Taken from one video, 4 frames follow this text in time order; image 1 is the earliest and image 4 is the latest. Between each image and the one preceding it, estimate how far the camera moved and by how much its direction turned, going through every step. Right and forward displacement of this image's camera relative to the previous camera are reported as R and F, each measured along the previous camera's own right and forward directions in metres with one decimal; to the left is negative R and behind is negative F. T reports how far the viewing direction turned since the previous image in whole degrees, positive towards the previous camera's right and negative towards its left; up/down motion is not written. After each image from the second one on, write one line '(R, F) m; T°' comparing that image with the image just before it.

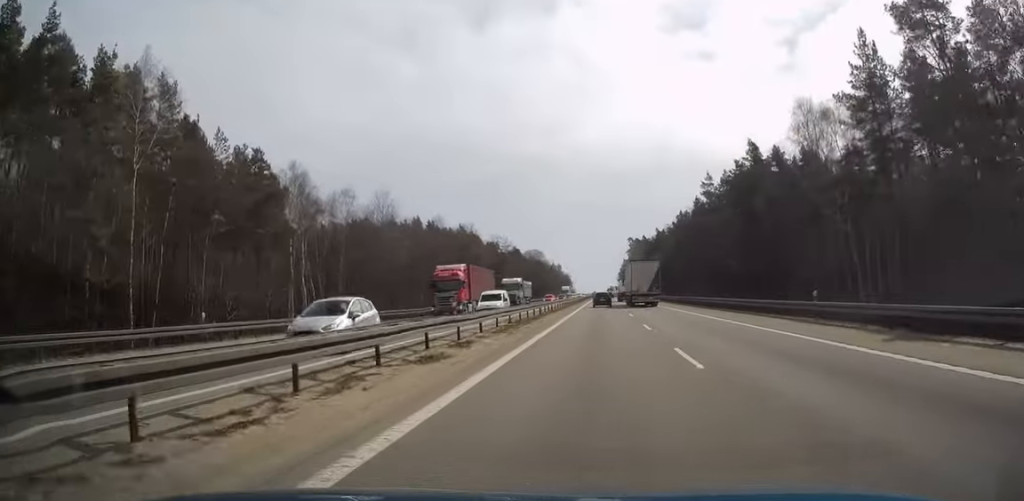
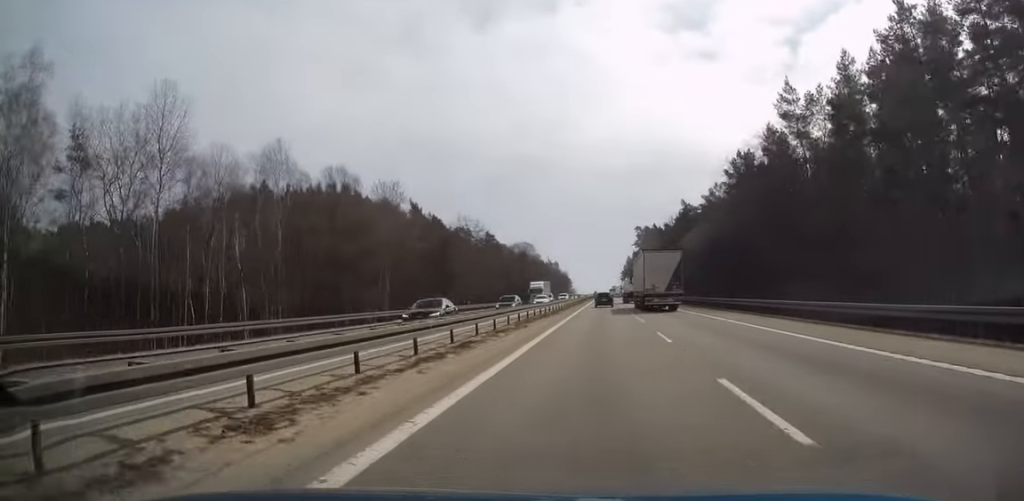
(-0.3, +53.5) m; 0°
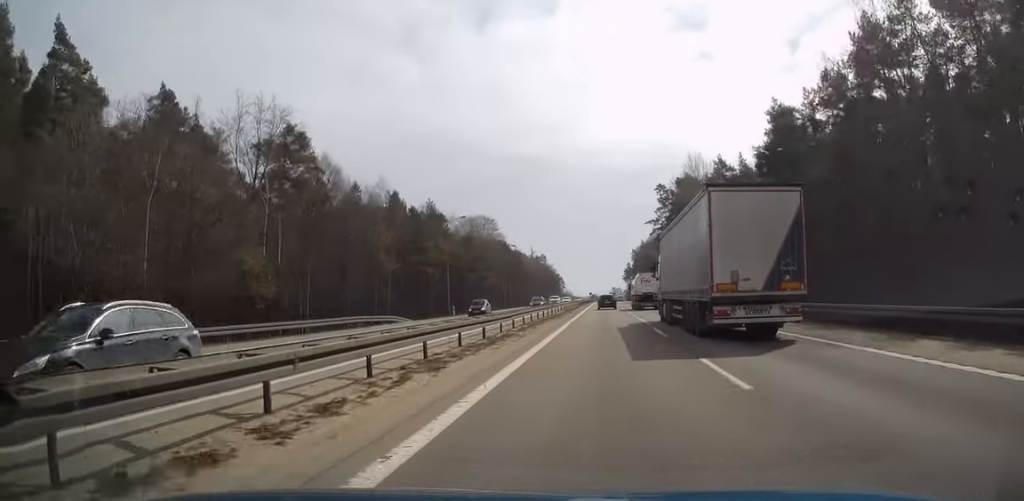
(+0.7, +103.3) m; 0°
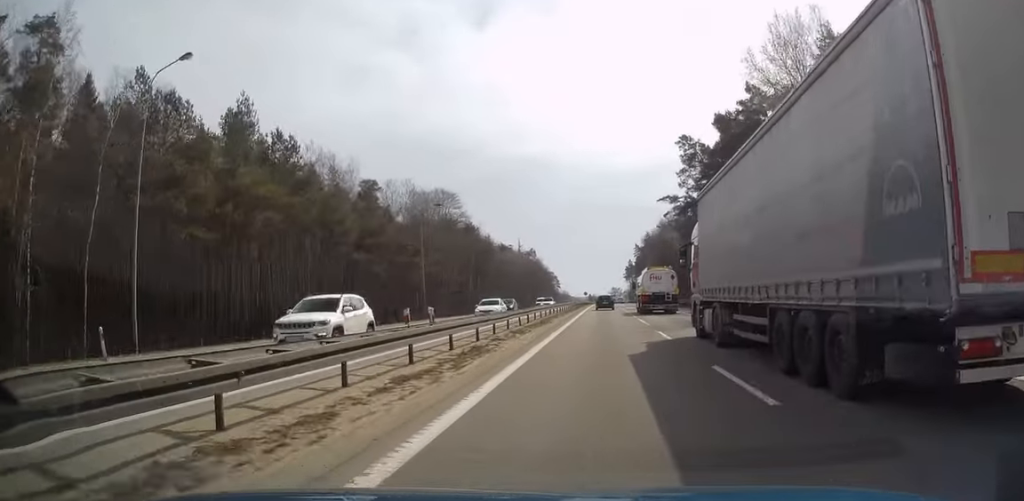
(-0.3, +48.9) m; 0°
